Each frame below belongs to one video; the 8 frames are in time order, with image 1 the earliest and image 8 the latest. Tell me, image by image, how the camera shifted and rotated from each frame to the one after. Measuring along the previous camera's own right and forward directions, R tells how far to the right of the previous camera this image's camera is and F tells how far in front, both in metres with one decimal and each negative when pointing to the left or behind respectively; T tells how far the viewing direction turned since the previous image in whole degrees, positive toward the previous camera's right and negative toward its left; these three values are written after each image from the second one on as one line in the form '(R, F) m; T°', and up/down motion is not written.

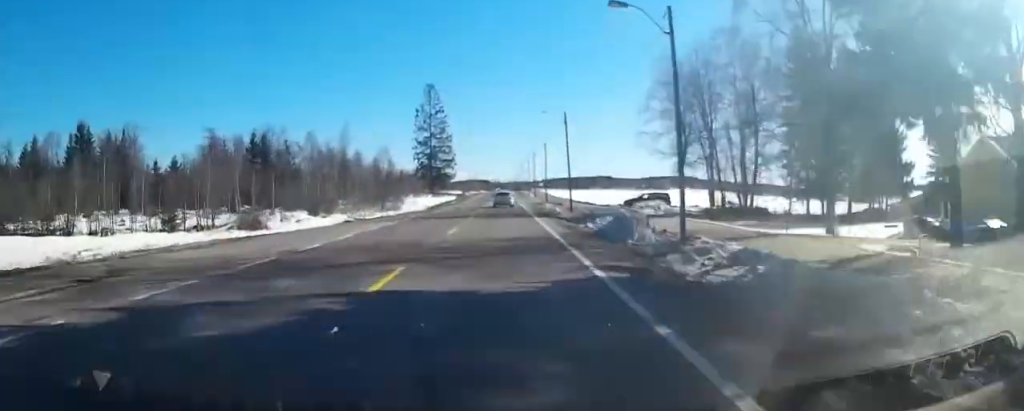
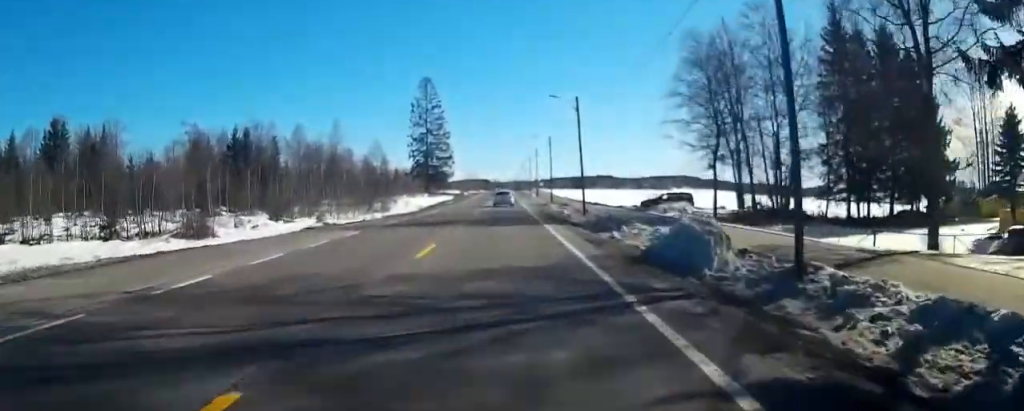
(+0.1, +7.4) m; 0°
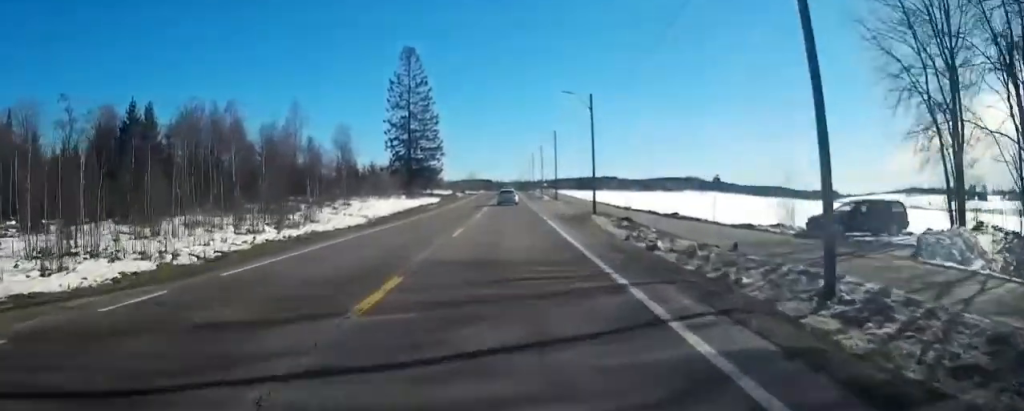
(-0.1, +29.6) m; 0°
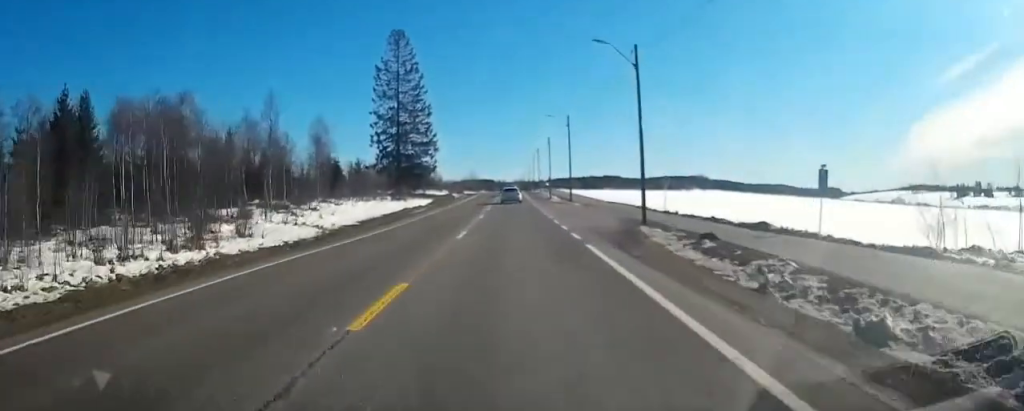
(+0.2, +12.8) m; 0°
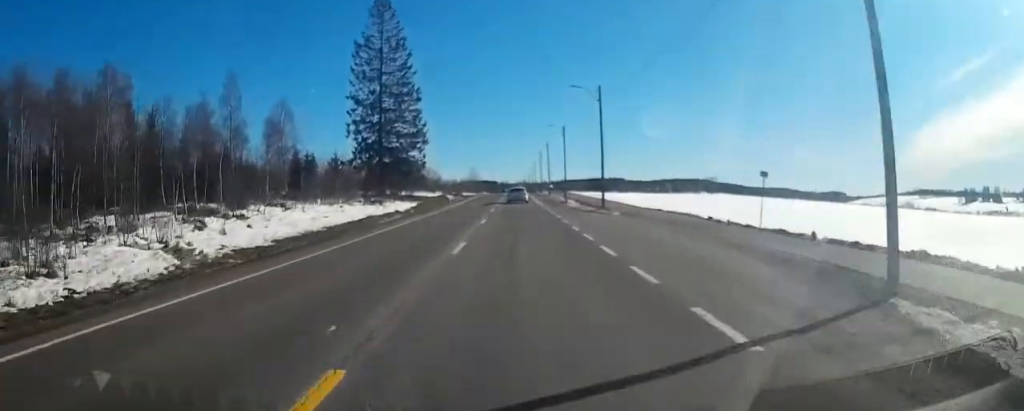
(0.0, +16.4) m; 0°
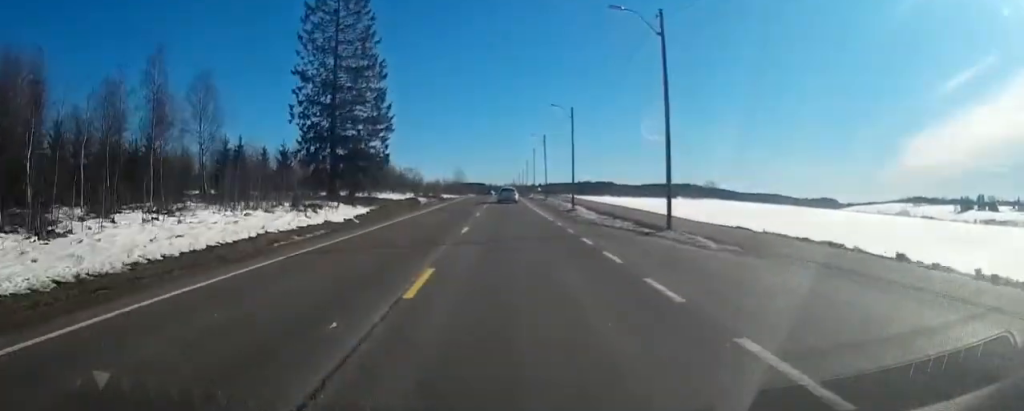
(0.0, +17.5) m; 0°
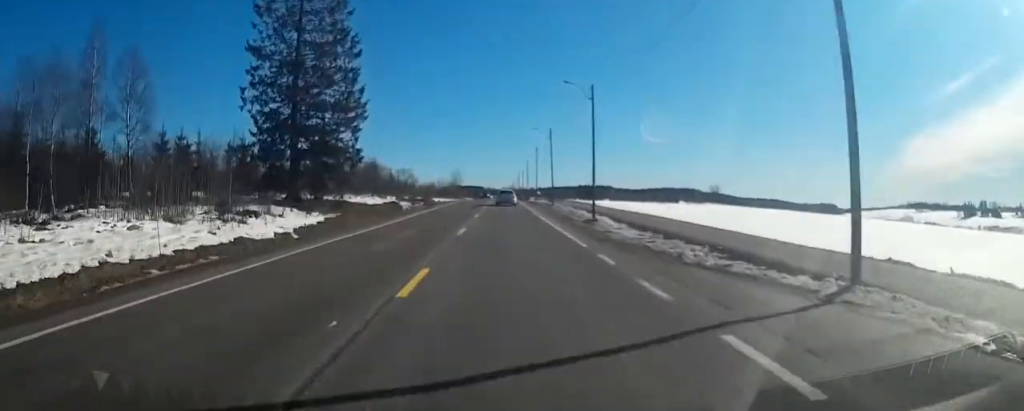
(-0.1, +11.6) m; 0°
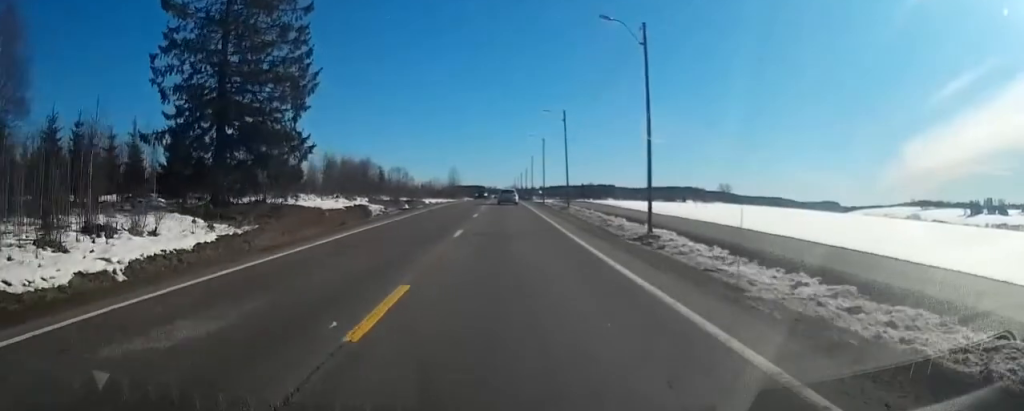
(-0.1, +13.9) m; 0°
